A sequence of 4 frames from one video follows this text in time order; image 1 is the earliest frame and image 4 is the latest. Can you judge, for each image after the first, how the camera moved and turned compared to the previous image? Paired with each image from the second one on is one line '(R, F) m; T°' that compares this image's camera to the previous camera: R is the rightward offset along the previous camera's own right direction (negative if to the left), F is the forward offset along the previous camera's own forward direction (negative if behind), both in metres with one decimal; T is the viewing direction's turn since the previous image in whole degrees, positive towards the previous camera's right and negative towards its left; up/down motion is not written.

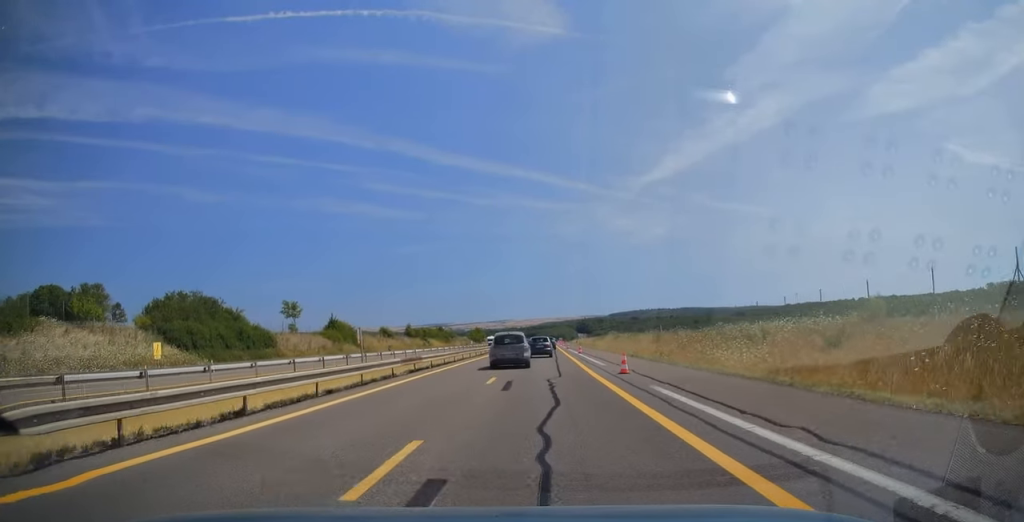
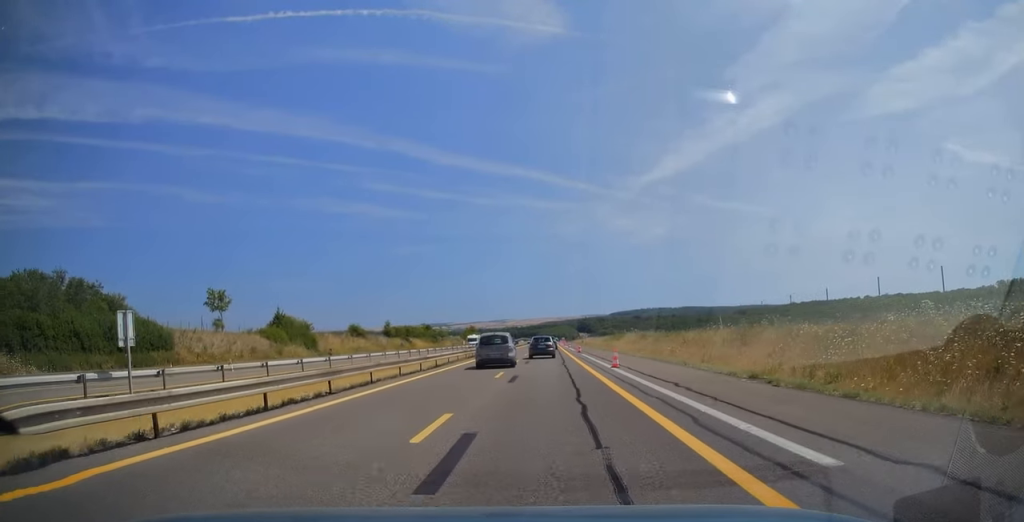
(0.0, +23.1) m; 0°
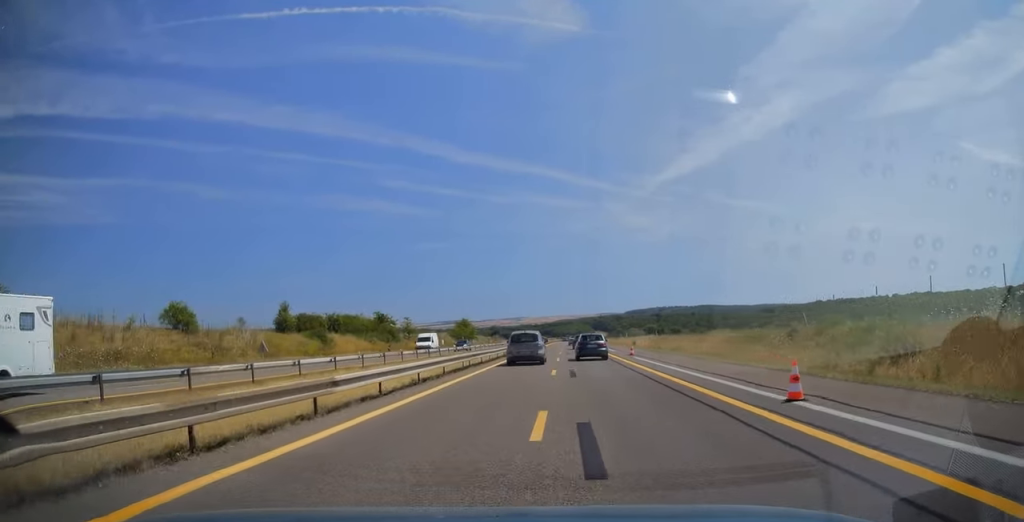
(+0.1, +64.7) m; -1°
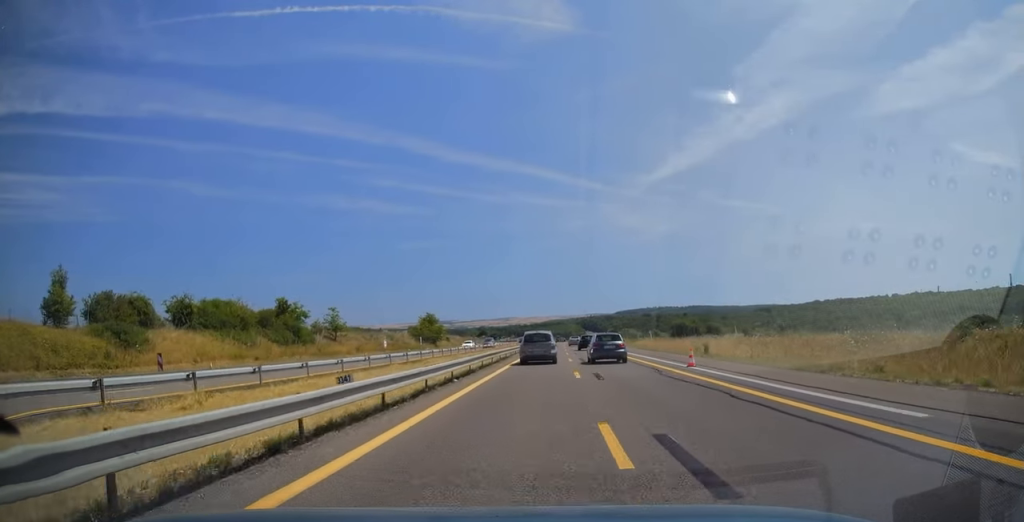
(-0.1, +40.7) m; +1°
